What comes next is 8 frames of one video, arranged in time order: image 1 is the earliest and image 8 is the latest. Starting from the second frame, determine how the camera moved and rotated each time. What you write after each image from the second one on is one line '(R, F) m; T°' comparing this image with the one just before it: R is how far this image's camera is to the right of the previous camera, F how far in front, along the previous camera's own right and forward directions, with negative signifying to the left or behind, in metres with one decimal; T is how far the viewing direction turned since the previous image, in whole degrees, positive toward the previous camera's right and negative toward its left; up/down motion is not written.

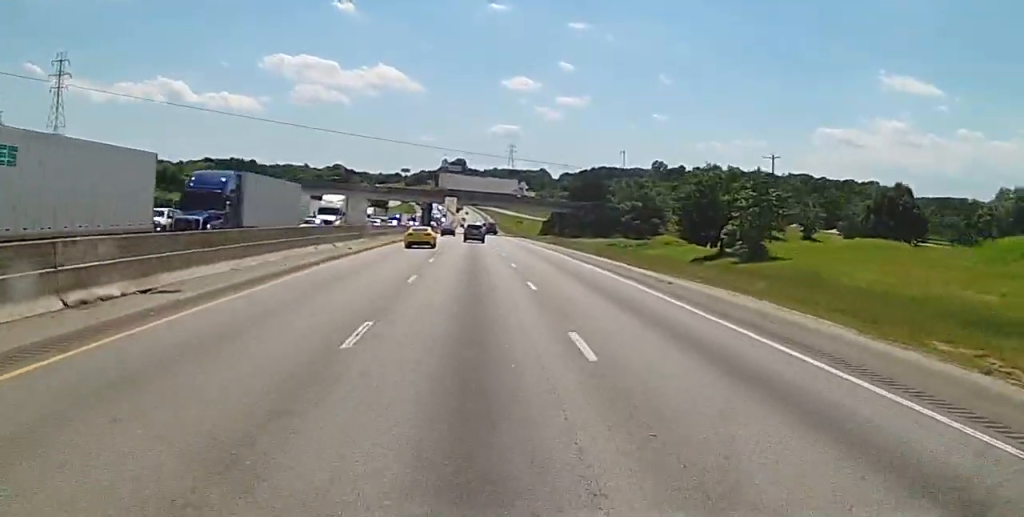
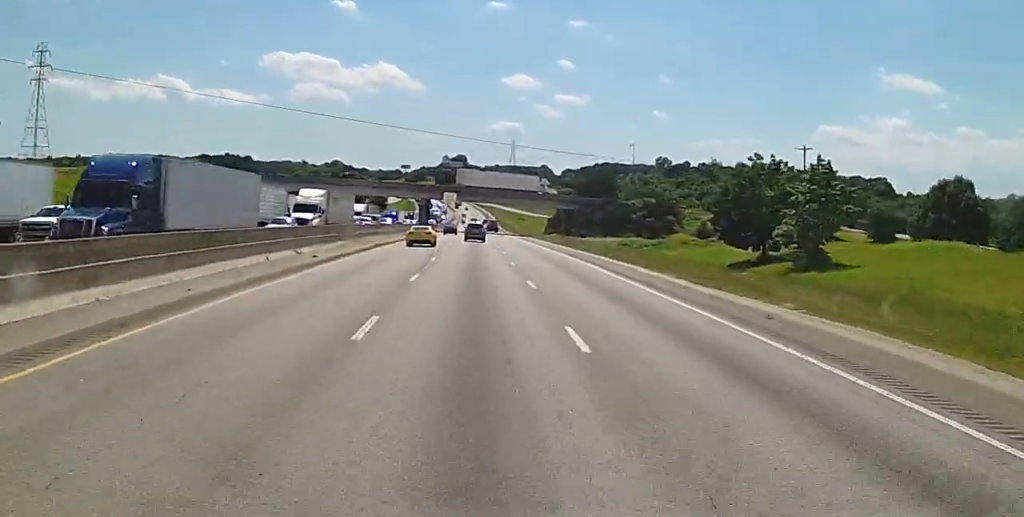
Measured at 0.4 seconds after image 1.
(0.0, +11.6) m; 0°
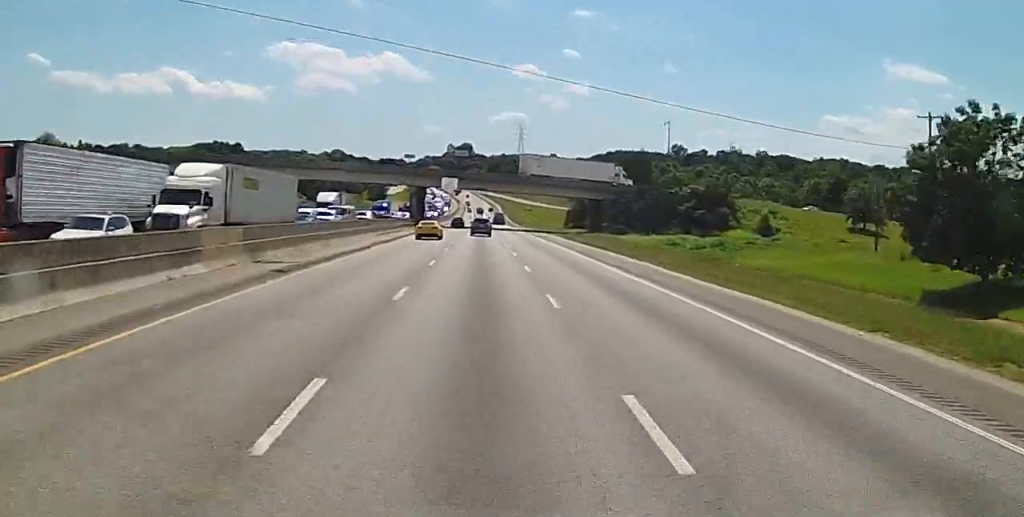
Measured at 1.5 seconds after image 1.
(-0.1, +30.9) m; -1°
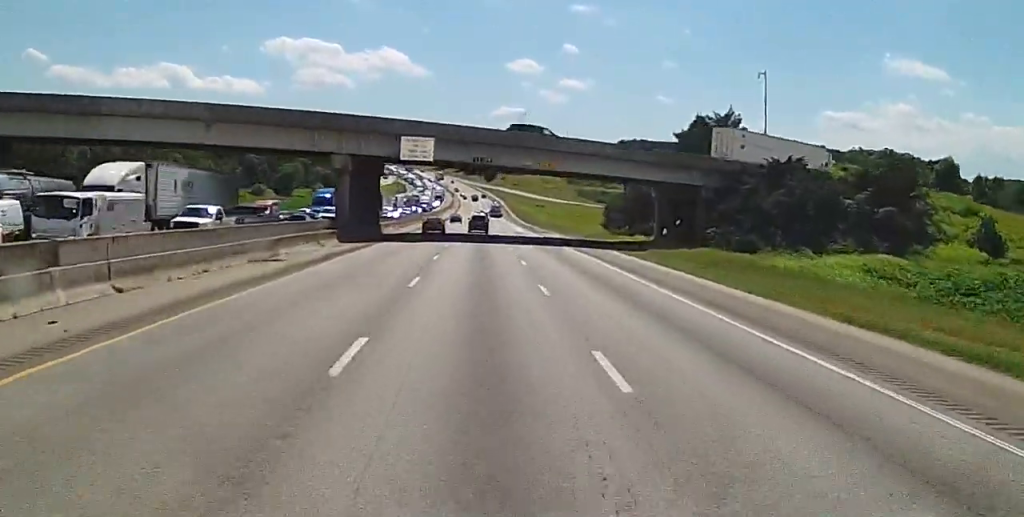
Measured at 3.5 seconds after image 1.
(-0.2, +58.2) m; 0°
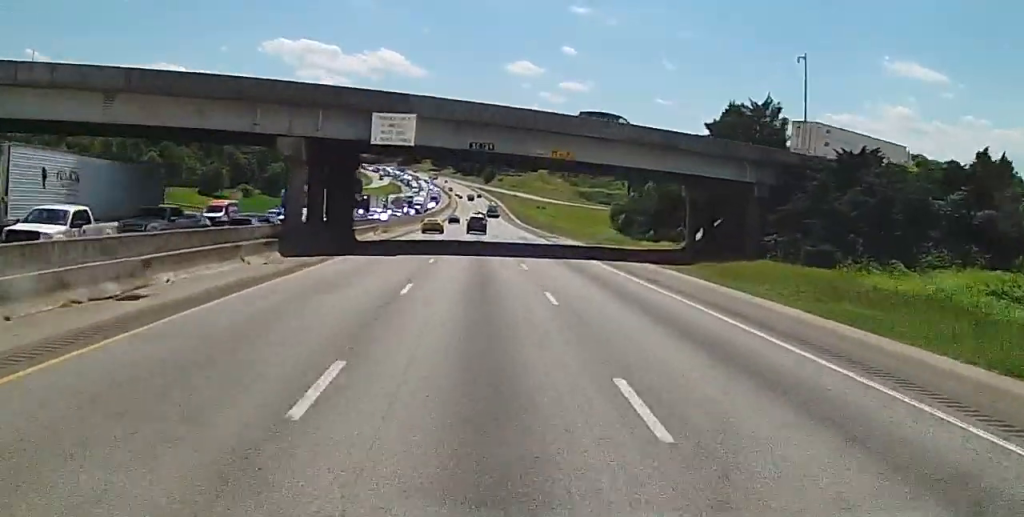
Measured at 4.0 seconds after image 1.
(-0.3, +14.6) m; 0°
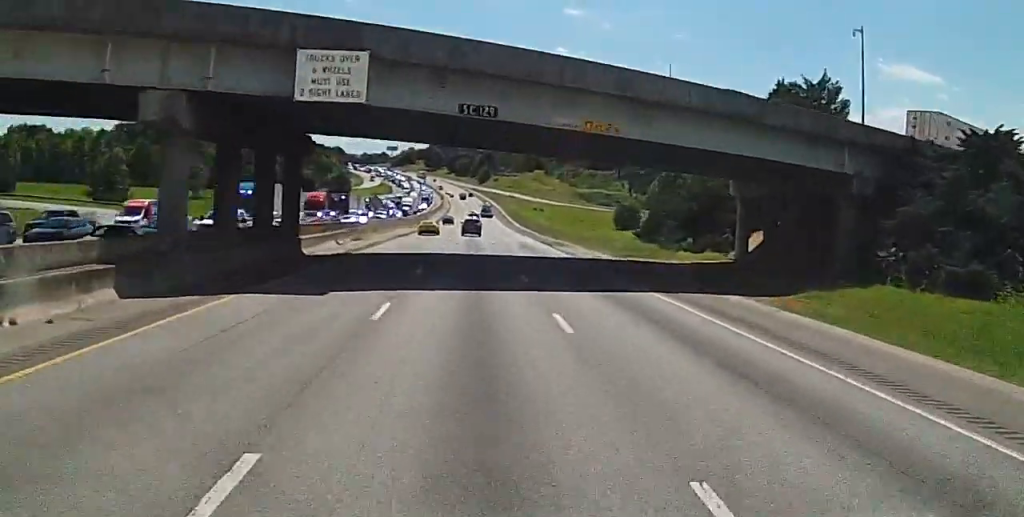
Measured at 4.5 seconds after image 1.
(+0.1, +16.6) m; 0°
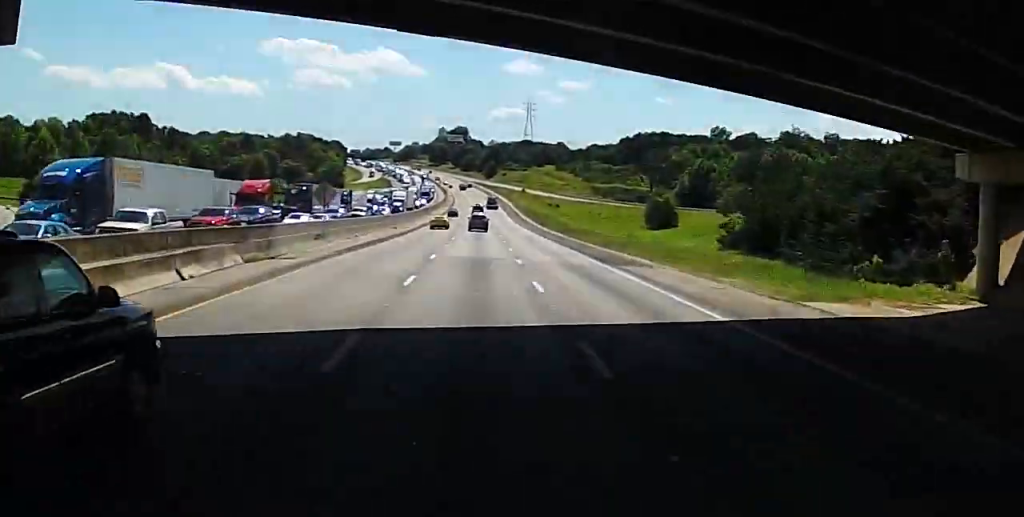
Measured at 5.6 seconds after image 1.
(+0.2, +30.2) m; 0°
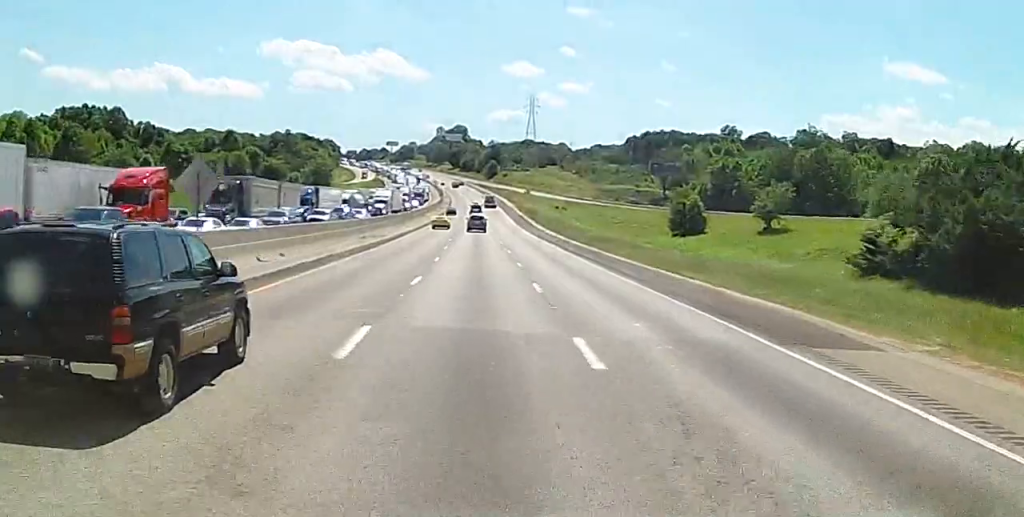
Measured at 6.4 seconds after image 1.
(-0.3, +23.4) m; 0°
